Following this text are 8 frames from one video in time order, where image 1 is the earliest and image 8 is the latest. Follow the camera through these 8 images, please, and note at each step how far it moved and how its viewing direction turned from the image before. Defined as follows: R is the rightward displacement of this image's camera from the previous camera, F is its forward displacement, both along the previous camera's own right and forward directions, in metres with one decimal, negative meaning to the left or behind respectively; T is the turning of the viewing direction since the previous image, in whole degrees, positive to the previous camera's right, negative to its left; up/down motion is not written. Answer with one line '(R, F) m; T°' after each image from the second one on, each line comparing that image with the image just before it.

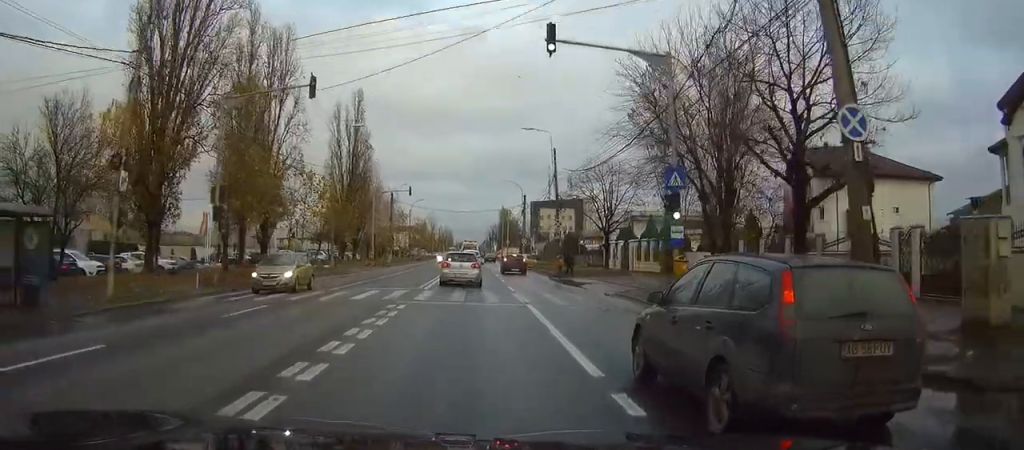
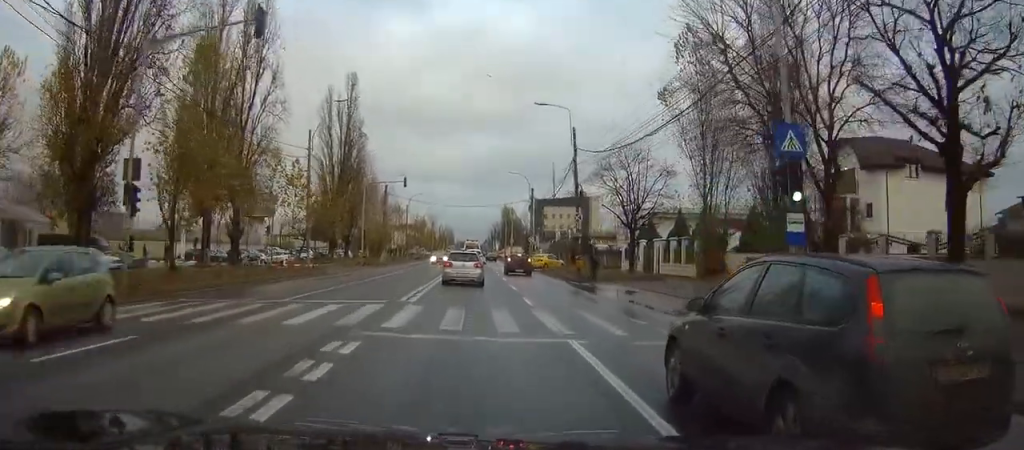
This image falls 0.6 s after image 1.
(0.0, +7.9) m; -1°
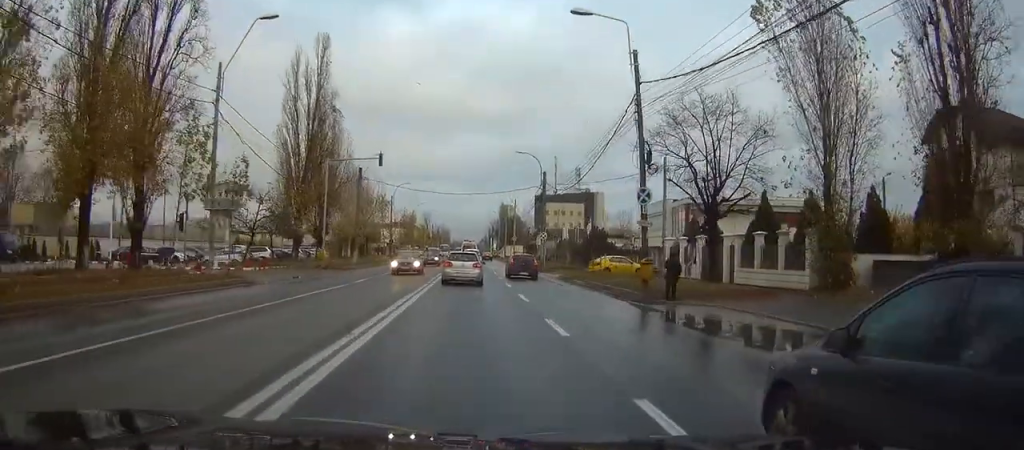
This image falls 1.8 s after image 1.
(-0.2, +15.6) m; 0°
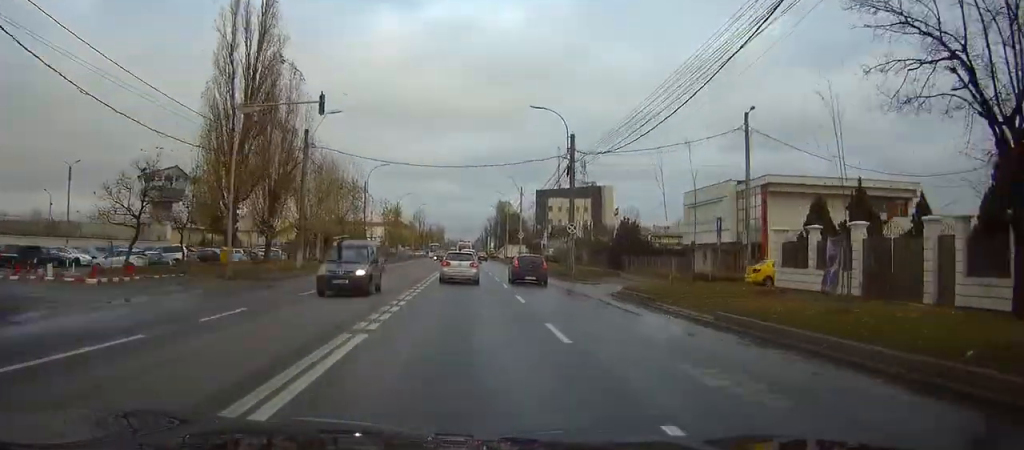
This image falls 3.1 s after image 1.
(+0.2, +18.5) m; +1°
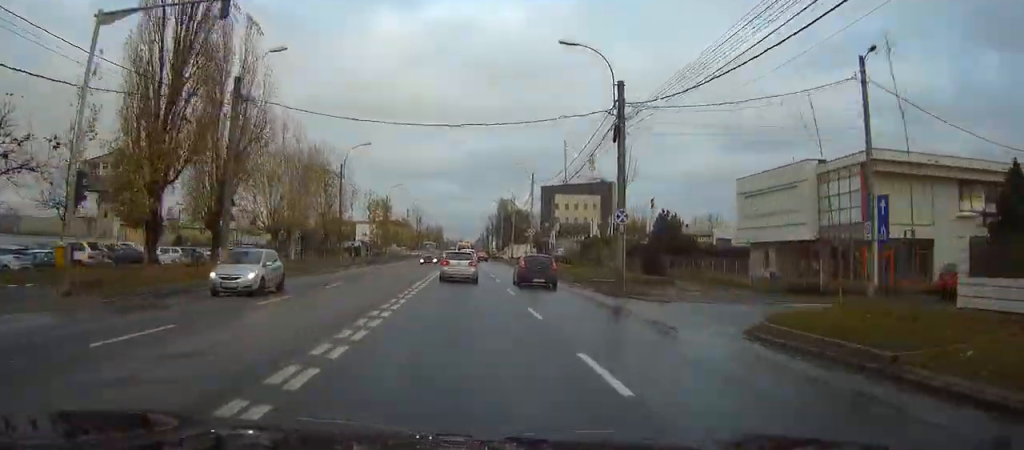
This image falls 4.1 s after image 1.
(0.0, +12.8) m; 0°
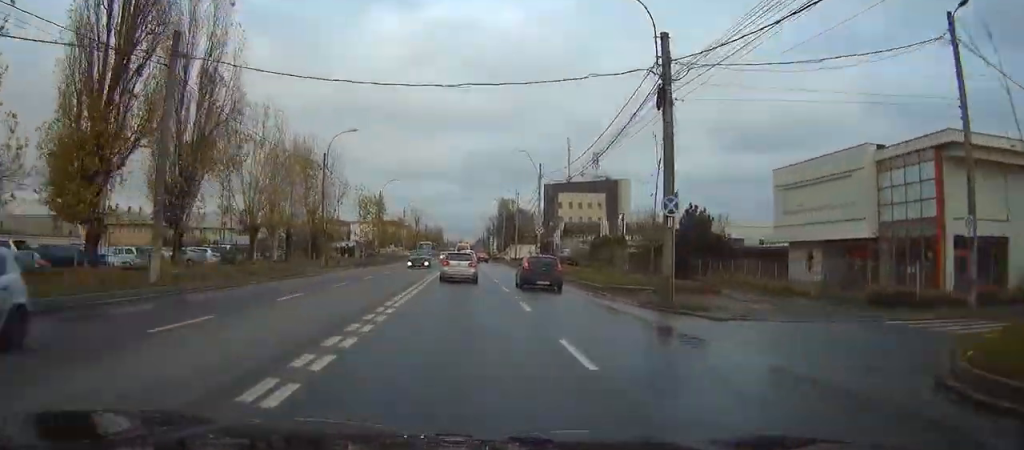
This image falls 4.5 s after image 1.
(0.0, +6.5) m; 0°
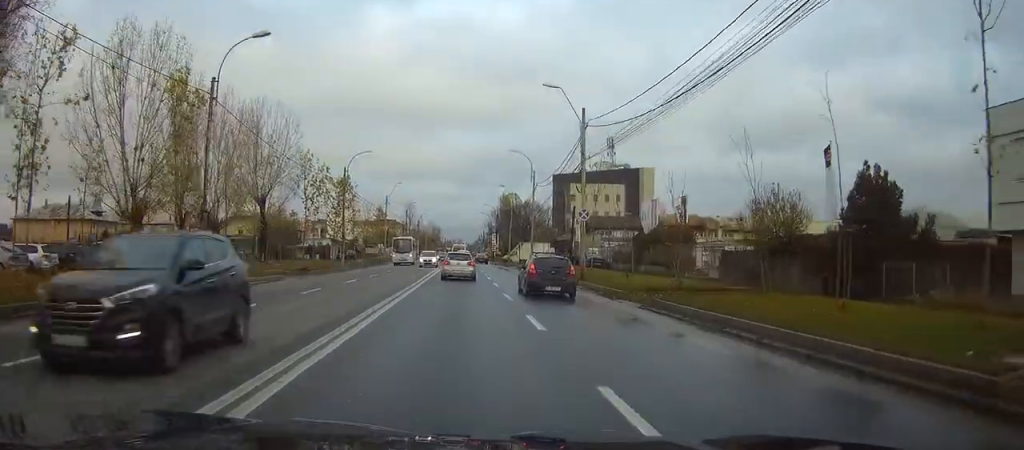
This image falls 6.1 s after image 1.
(-0.1, +21.3) m; 0°
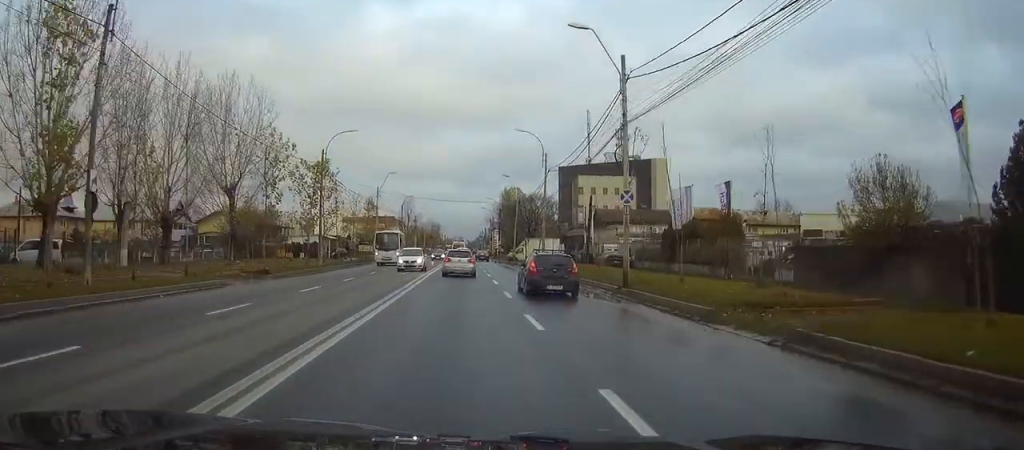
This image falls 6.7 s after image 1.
(0.0, +8.4) m; 0°
